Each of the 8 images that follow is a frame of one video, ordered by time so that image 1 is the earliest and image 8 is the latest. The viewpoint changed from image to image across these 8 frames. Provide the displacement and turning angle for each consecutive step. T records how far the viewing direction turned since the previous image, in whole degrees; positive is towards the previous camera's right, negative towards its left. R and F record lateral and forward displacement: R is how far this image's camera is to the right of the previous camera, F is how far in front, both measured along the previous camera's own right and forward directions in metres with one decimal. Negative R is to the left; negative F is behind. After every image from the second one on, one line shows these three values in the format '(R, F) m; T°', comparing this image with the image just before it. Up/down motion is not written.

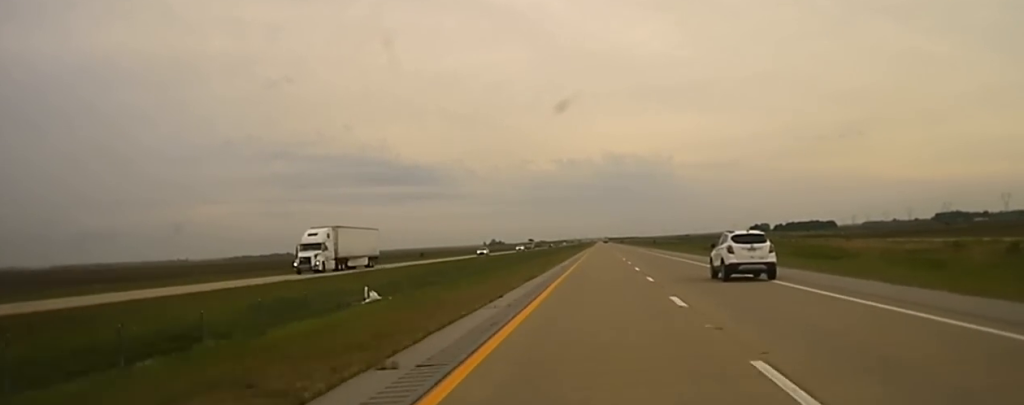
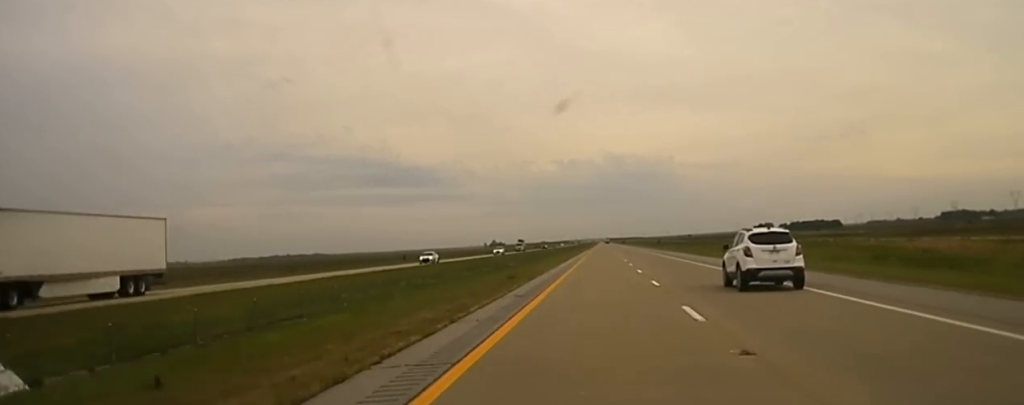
(0.0, +19.7) m; 0°
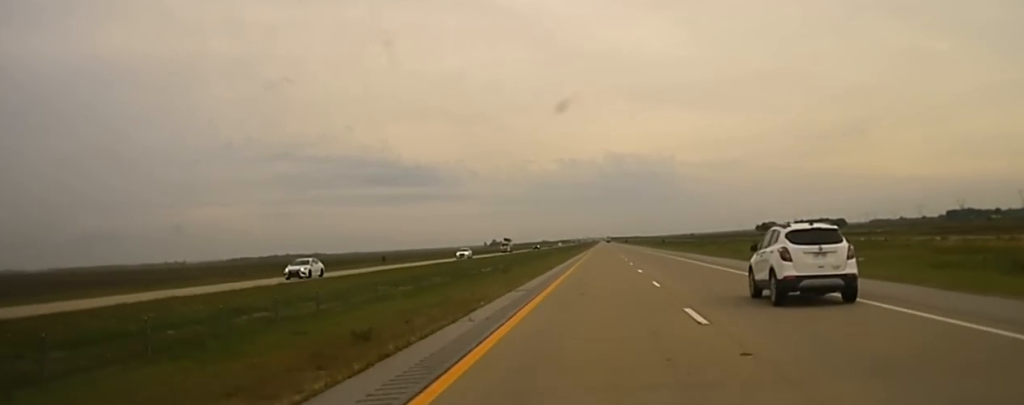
(-0.1, +29.3) m; 0°
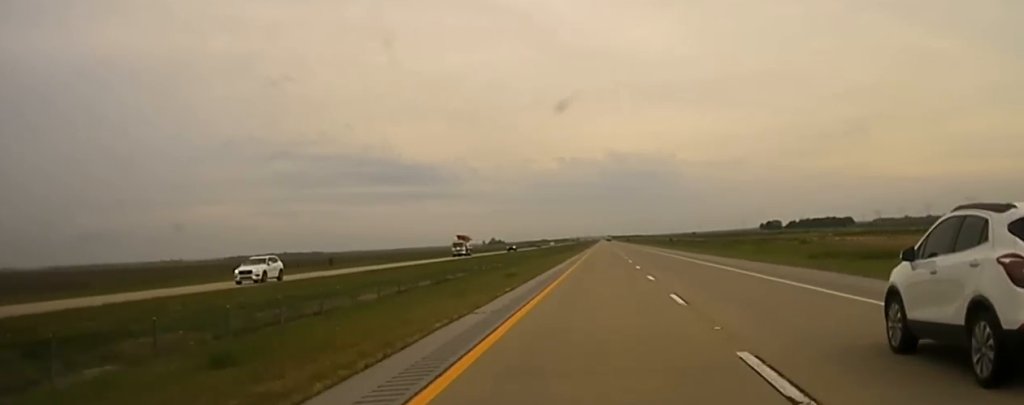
(+0.1, +52.4) m; 0°
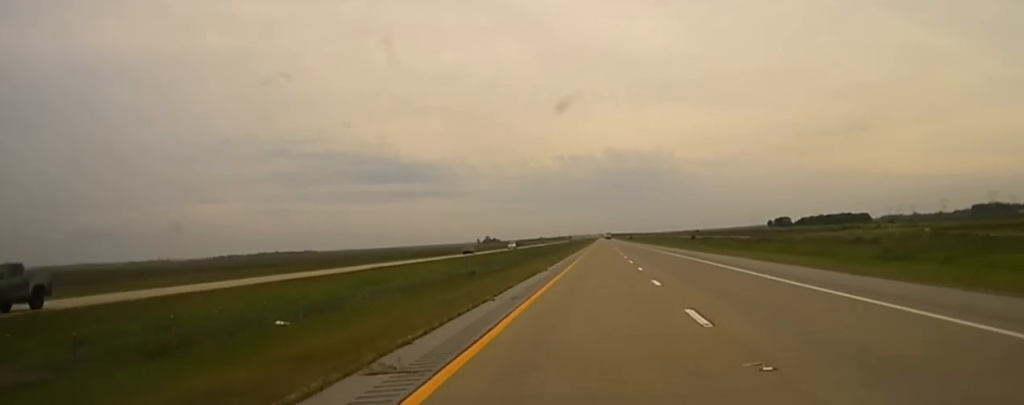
(-0.2, +117.8) m; 0°
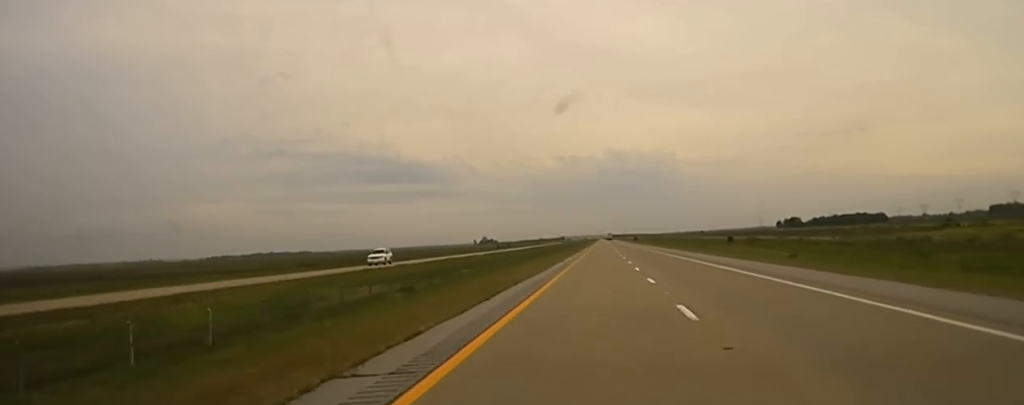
(0.0, +74.0) m; 0°
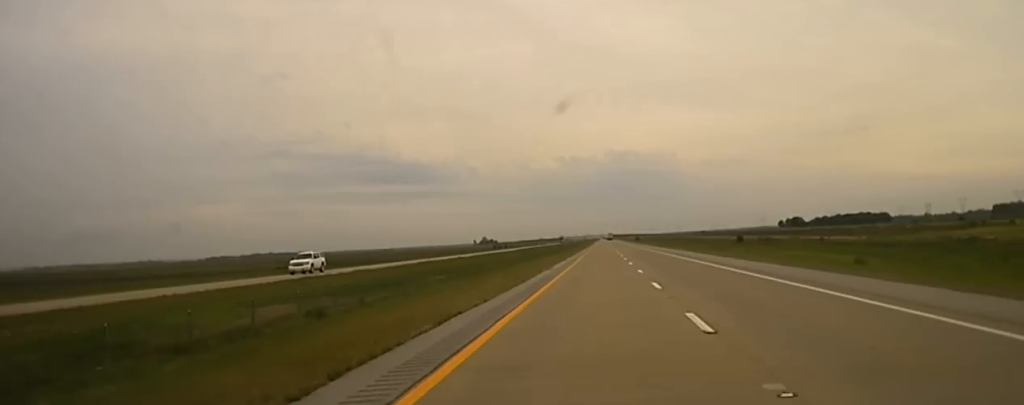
(-0.1, +14.0) m; 0°
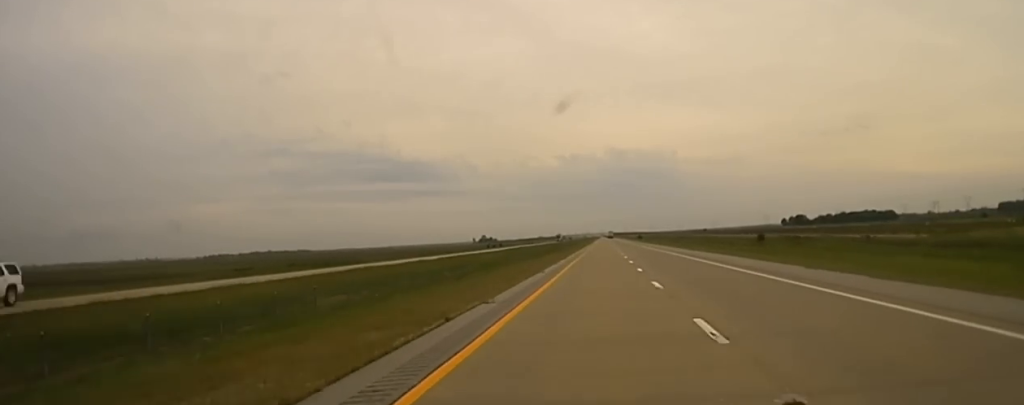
(-0.1, +15.7) m; 0°
